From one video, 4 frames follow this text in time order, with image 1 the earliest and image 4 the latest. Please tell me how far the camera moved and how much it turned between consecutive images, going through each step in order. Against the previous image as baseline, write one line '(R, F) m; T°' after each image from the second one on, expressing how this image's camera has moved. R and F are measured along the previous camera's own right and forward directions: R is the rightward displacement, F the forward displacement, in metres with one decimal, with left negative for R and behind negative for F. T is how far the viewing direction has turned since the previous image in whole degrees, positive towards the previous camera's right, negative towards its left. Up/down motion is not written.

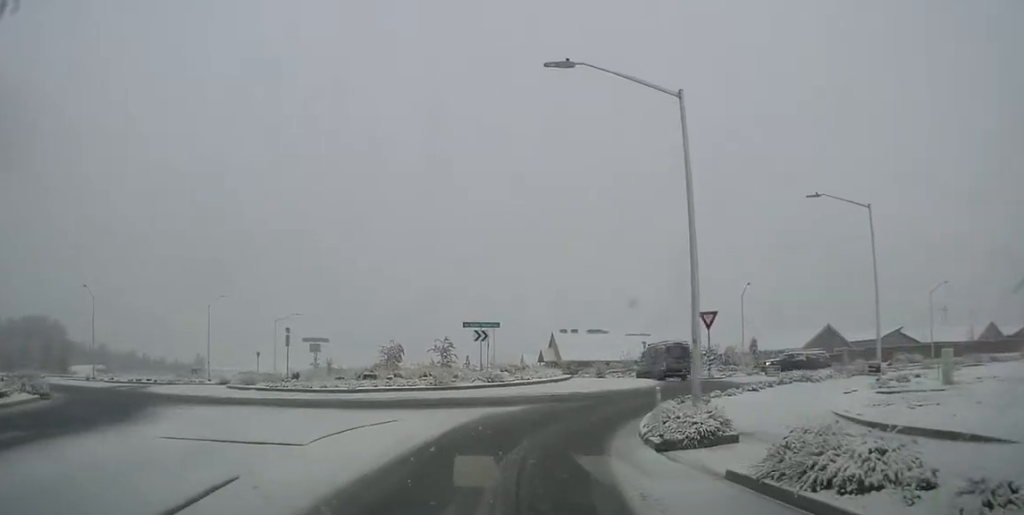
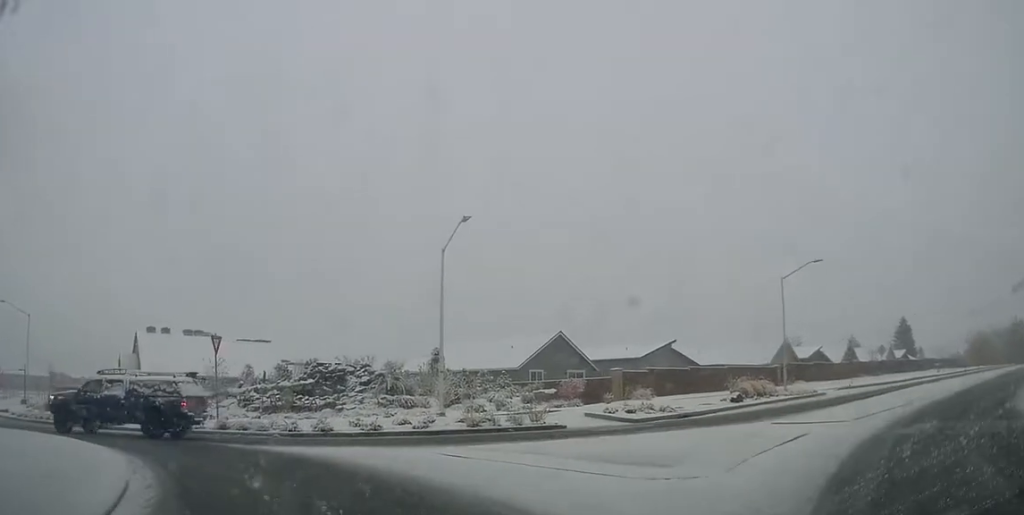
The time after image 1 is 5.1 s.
(+10.0, +32.1) m; +26°
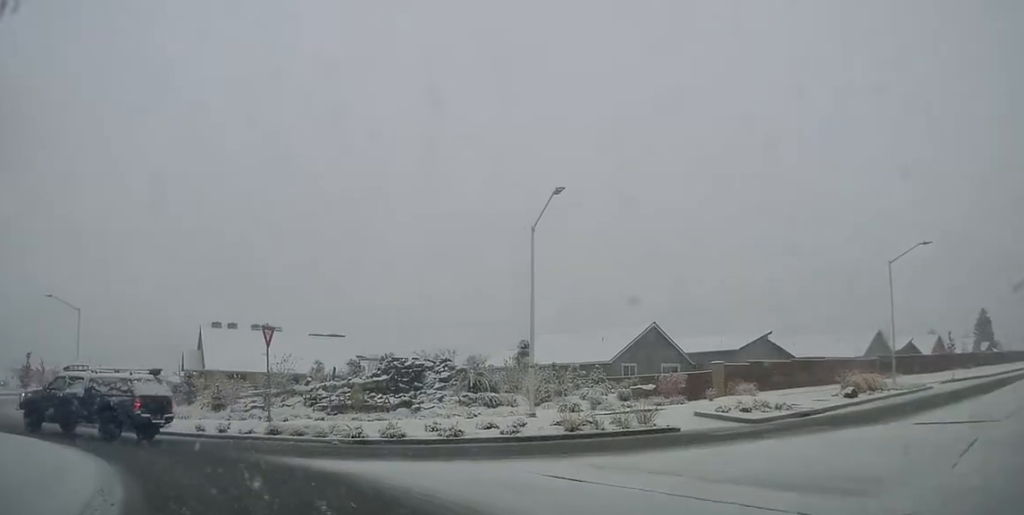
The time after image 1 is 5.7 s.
(-0.2, +3.3) m; -6°
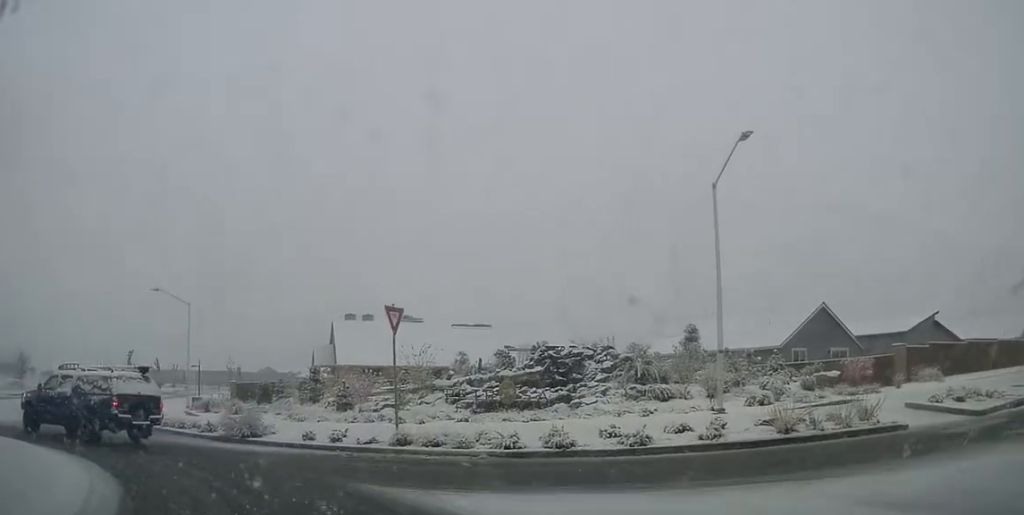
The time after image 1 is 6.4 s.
(-0.3, +4.3) m; -7°
